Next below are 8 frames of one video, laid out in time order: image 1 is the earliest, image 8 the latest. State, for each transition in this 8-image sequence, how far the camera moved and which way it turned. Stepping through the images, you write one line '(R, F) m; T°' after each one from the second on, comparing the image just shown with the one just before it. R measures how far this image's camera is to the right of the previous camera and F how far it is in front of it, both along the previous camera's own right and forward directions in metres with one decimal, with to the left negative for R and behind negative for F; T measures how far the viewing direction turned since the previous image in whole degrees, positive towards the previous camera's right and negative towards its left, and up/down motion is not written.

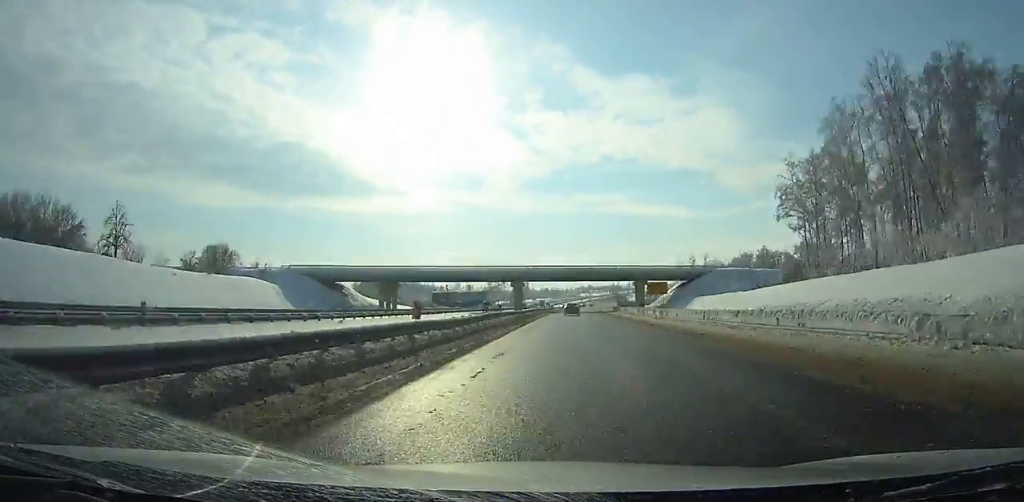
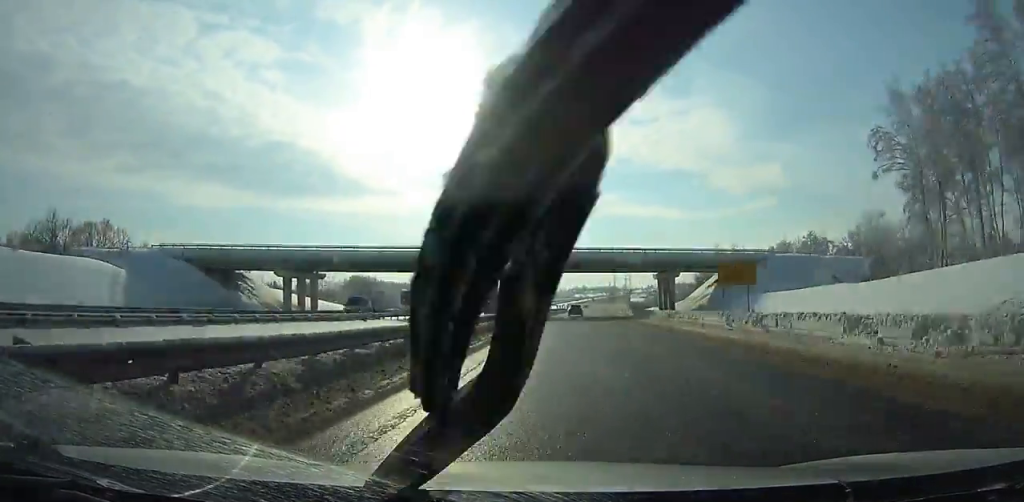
(+0.2, +35.2) m; +1°
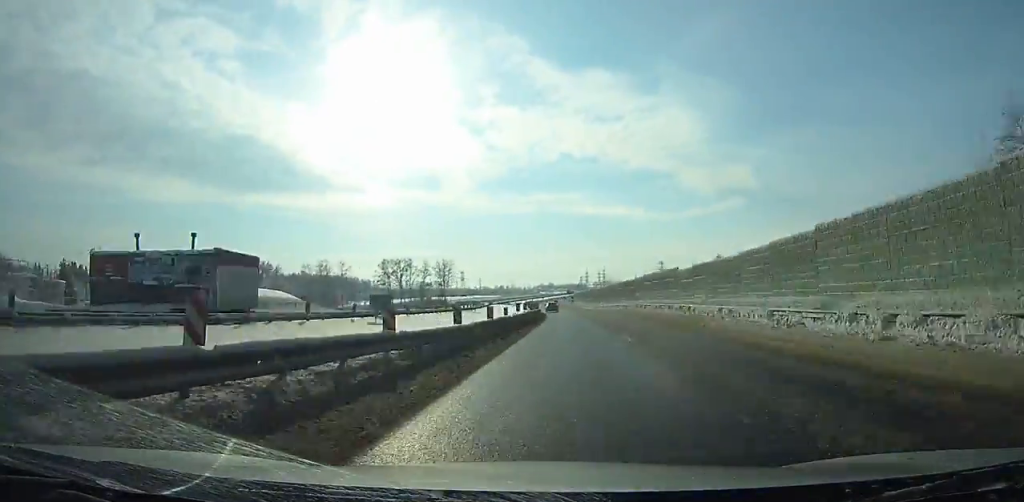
(+2.4, +117.3) m; +1°
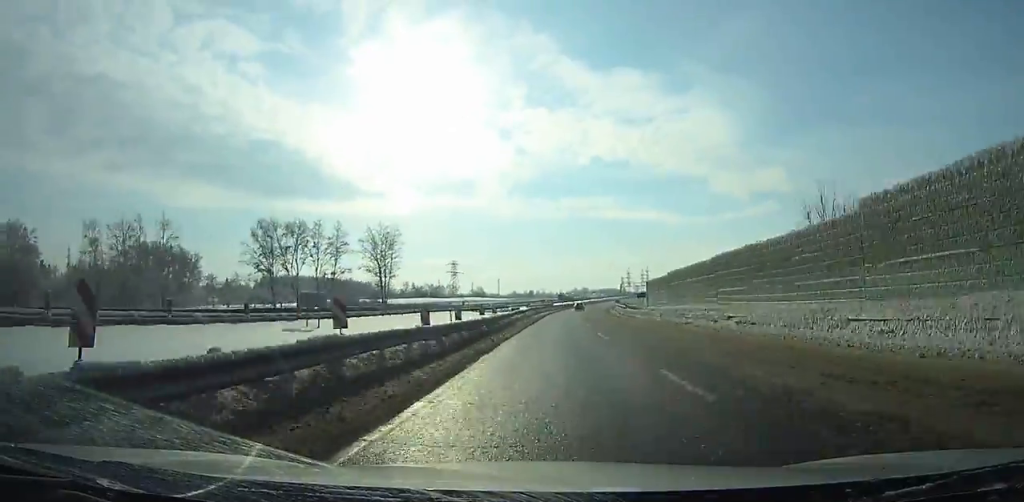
(-0.7, +106.7) m; 0°
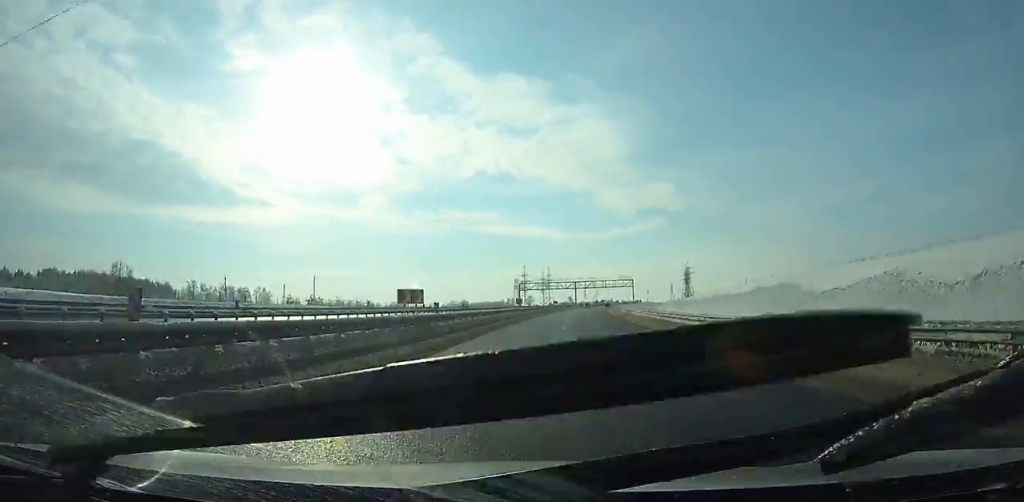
(+13.9, +185.5) m; +10°
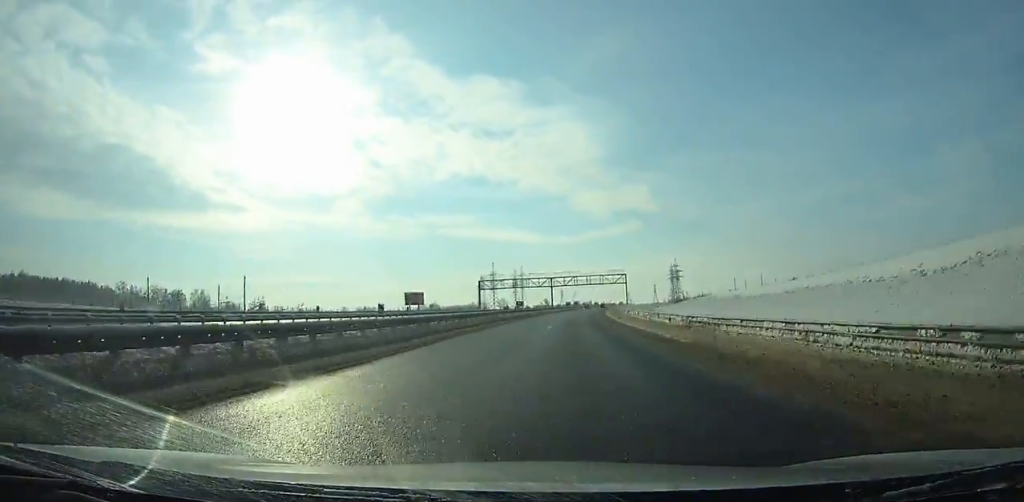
(+0.6, +44.6) m; +3°
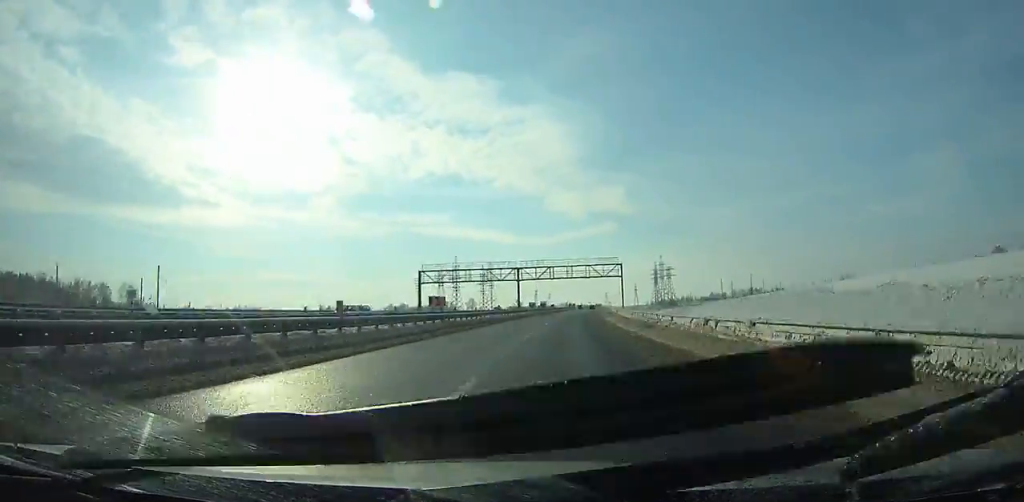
(+1.5, +41.9) m; +2°
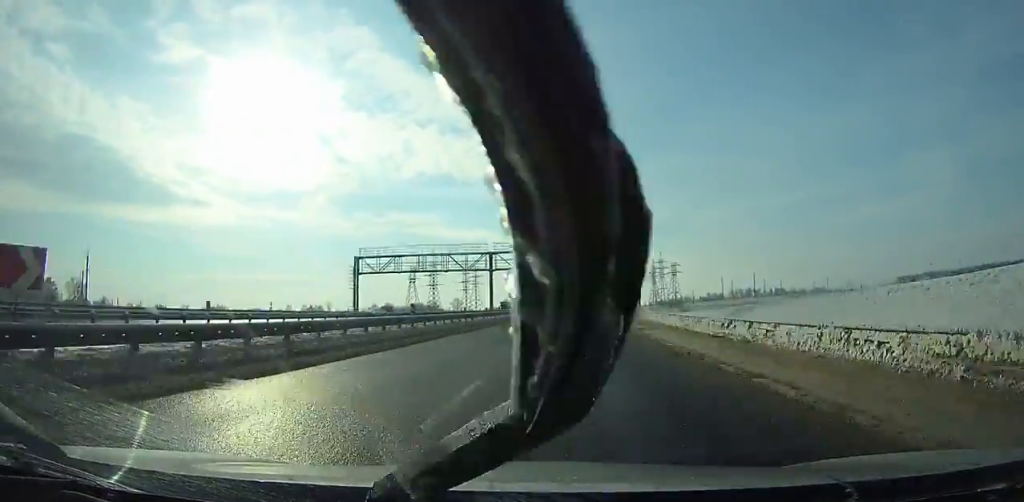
(+0.1, +32.1) m; +2°
